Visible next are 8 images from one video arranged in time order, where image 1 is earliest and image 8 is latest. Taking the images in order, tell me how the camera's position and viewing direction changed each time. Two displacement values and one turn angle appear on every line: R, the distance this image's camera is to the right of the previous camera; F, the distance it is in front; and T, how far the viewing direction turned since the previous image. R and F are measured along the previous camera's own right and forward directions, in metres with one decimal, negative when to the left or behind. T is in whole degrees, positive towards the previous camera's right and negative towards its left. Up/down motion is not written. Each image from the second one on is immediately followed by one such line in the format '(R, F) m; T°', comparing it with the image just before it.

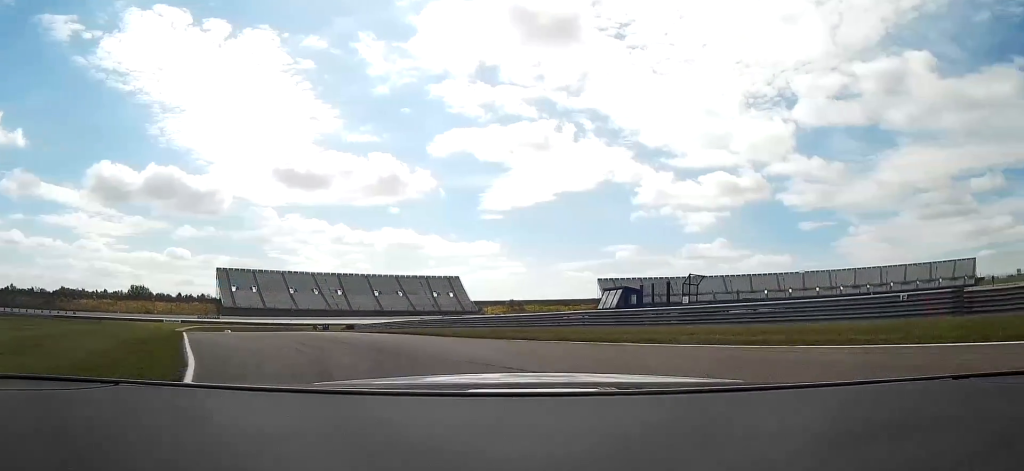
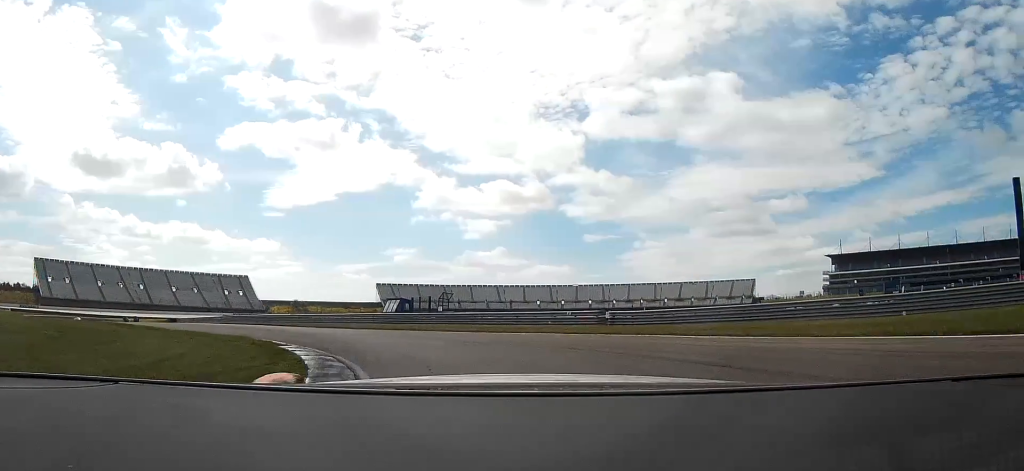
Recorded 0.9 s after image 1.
(+2.4, +16.4) m; +23°
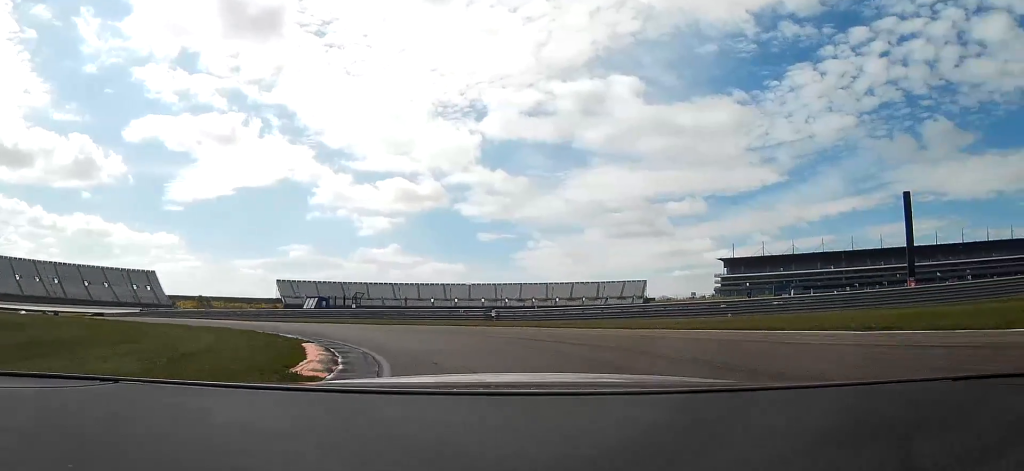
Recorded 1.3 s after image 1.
(+1.7, +8.5) m; +11°
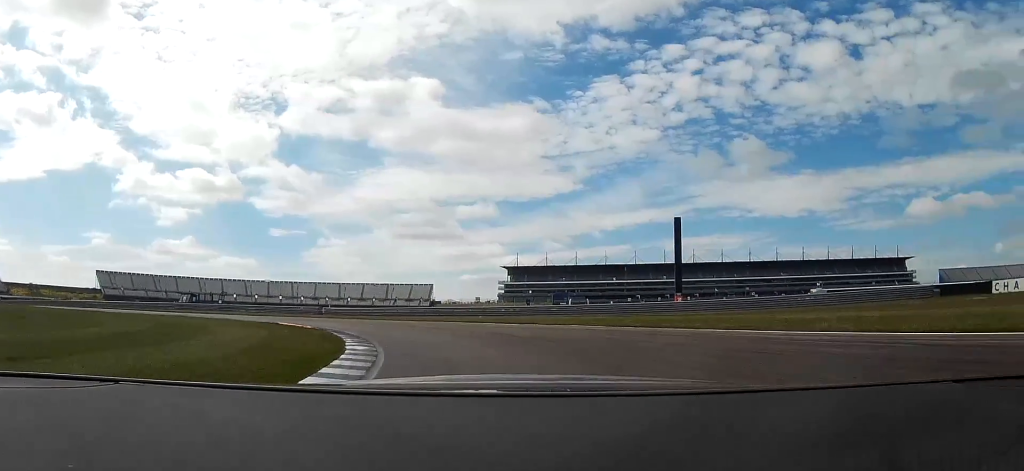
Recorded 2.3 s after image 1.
(+4.5, +20.9) m; +20°
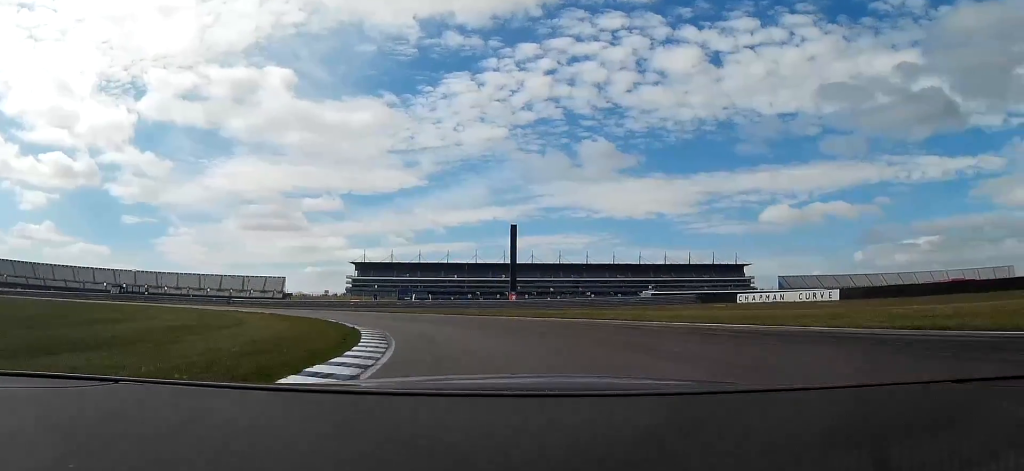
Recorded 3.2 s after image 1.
(+2.6, +20.8) m; +11°
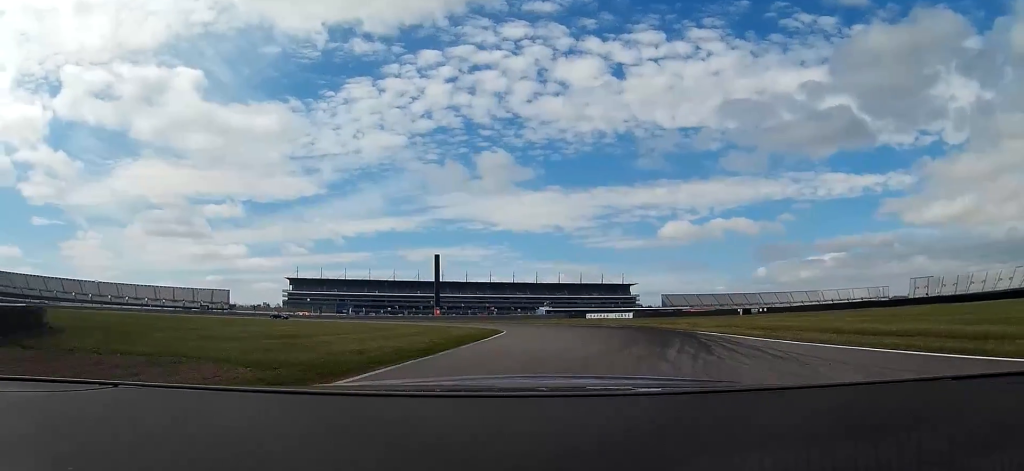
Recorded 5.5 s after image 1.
(+8.6, +58.3) m; +7°
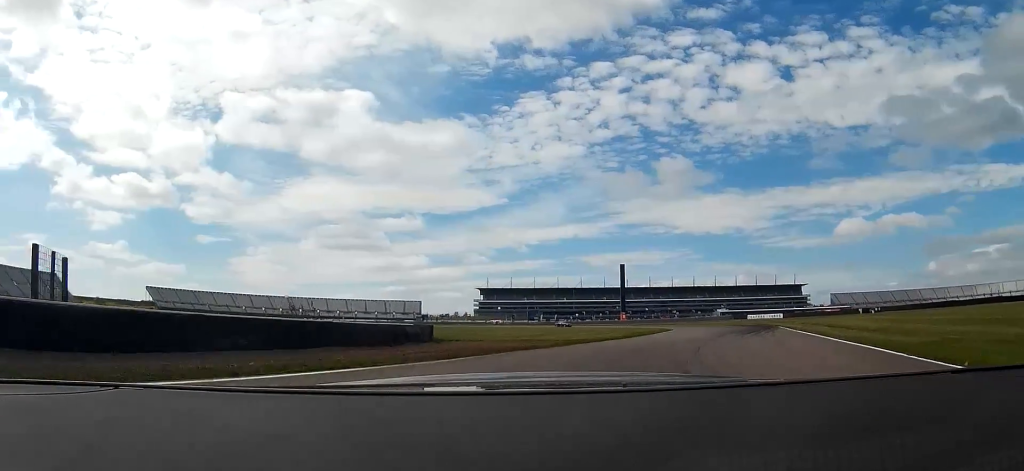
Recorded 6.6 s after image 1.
(-2.0, +25.8) m; -14°
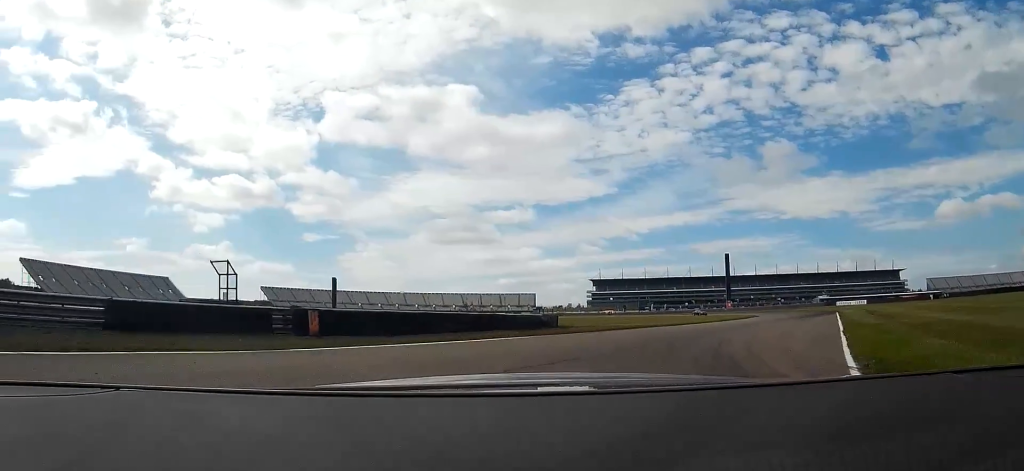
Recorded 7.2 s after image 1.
(-1.6, +12.6) m; -10°
